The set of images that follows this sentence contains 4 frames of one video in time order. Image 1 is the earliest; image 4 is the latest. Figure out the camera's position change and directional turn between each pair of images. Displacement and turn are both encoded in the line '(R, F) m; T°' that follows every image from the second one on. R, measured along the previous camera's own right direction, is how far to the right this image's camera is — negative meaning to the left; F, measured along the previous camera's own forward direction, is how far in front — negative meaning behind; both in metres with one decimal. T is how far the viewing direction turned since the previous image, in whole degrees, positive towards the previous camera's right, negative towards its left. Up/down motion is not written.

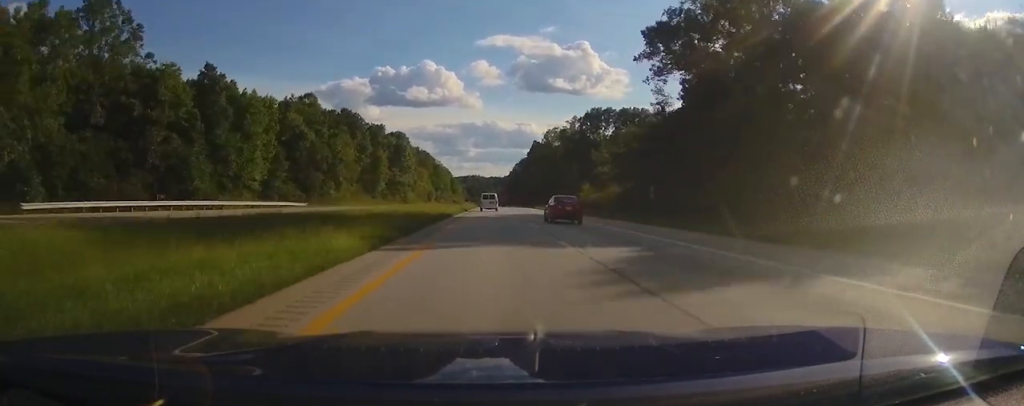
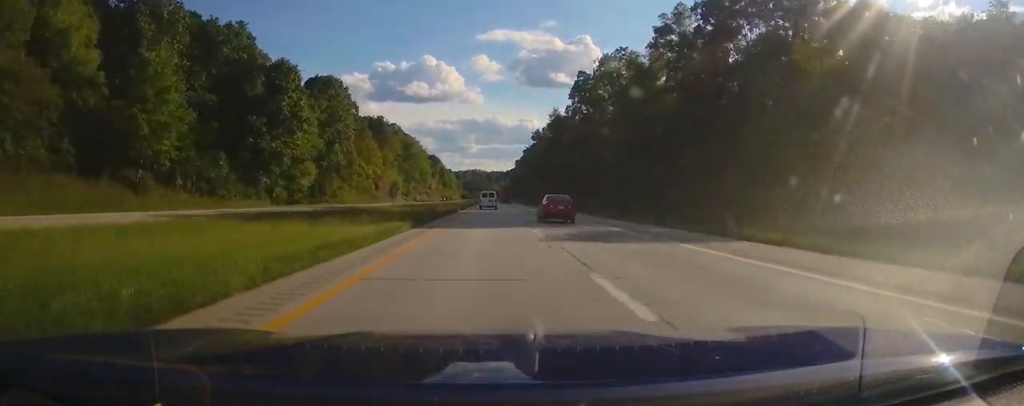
(+0.5, +105.6) m; 0°
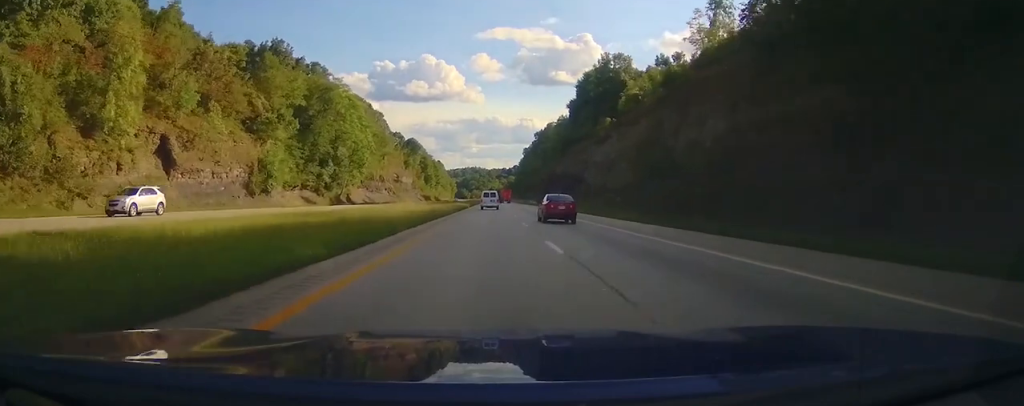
(-1.1, +104.0) m; -1°
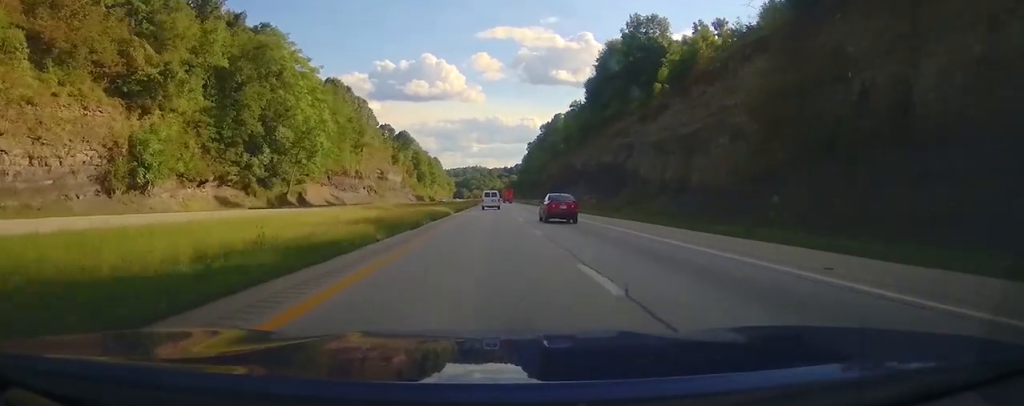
(0.0, +30.0) m; 0°
